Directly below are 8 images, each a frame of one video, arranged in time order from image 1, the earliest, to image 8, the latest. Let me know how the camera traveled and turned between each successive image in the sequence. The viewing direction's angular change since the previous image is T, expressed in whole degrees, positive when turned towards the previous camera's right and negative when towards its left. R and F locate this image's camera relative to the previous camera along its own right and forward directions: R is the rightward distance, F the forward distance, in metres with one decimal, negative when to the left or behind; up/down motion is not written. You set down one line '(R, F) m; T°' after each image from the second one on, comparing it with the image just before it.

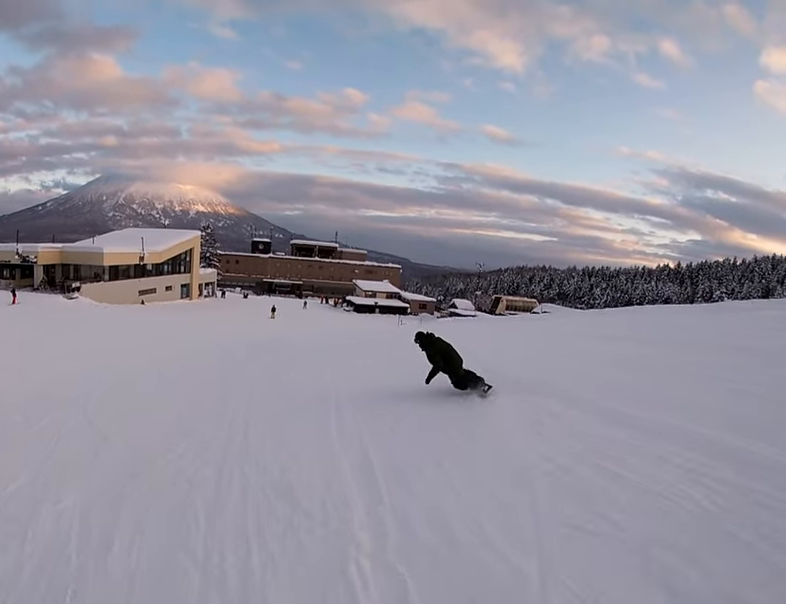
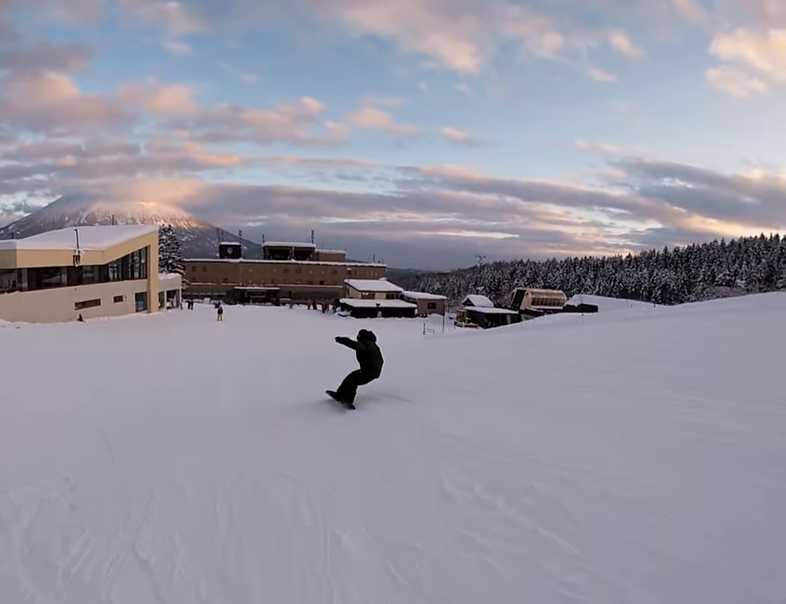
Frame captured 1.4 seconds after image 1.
(-0.5, +16.1) m; +4°
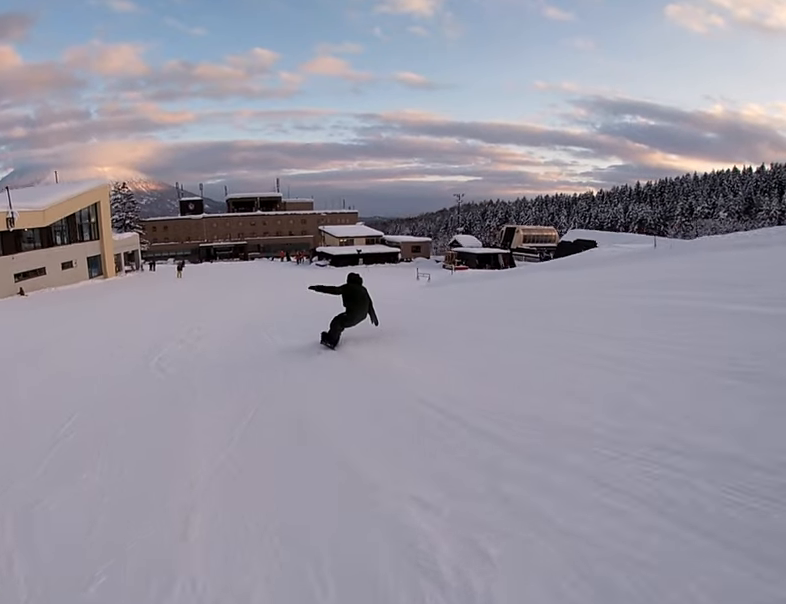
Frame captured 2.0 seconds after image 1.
(0.0, +5.9) m; +4°
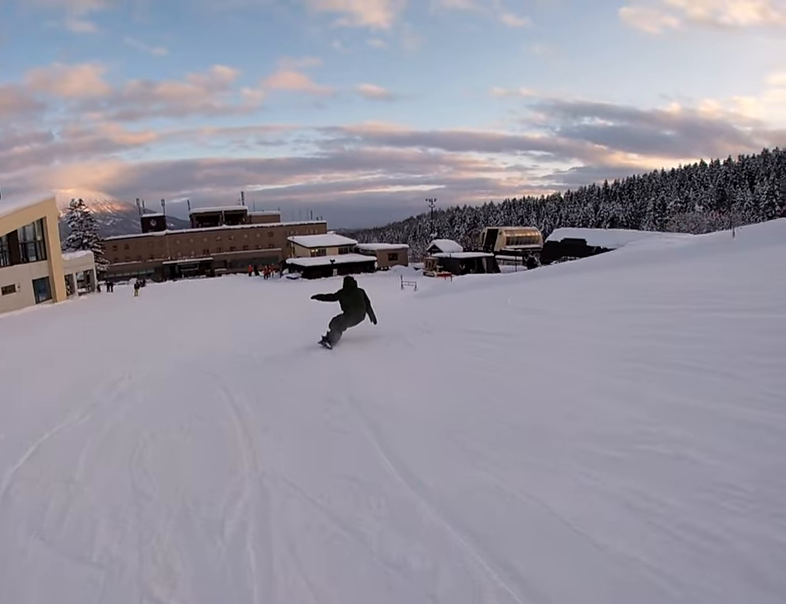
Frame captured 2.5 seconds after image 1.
(+0.8, +5.1) m; +2°
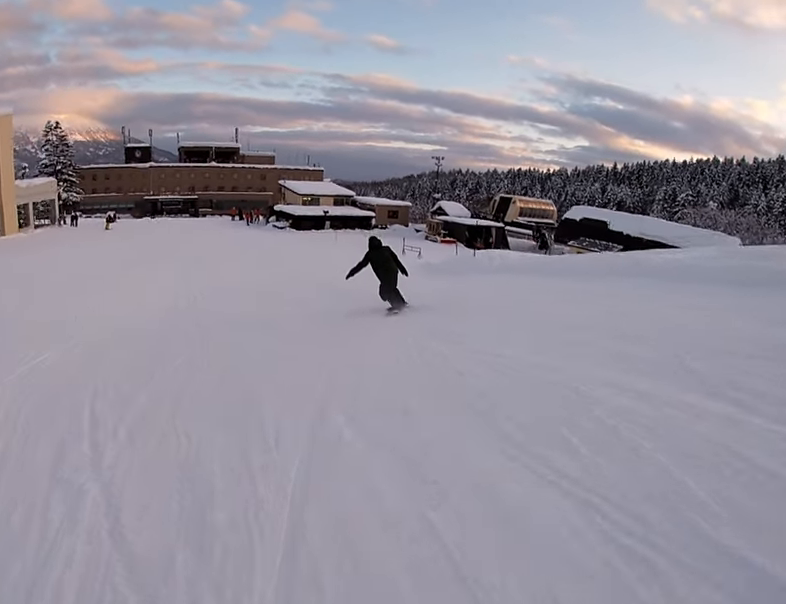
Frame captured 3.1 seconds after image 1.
(+0.2, +6.0) m; -2°
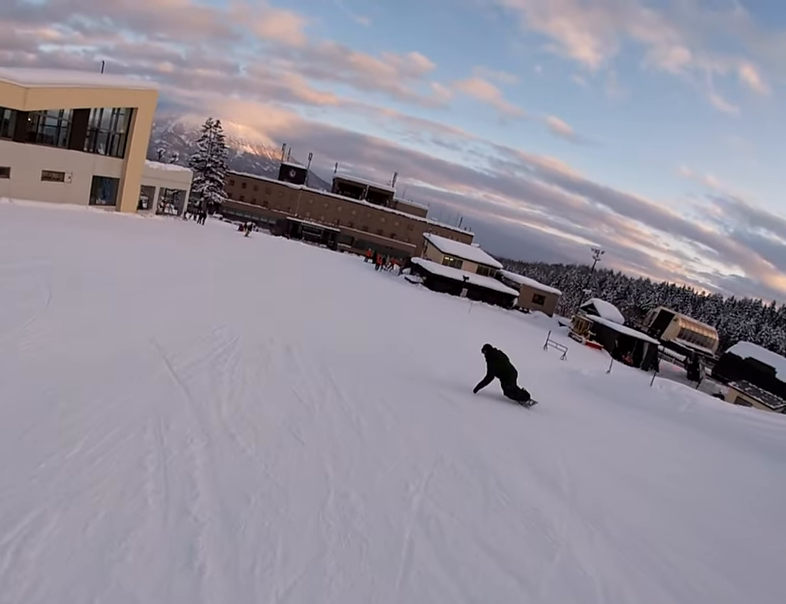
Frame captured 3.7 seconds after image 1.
(-0.2, +5.4) m; -8°
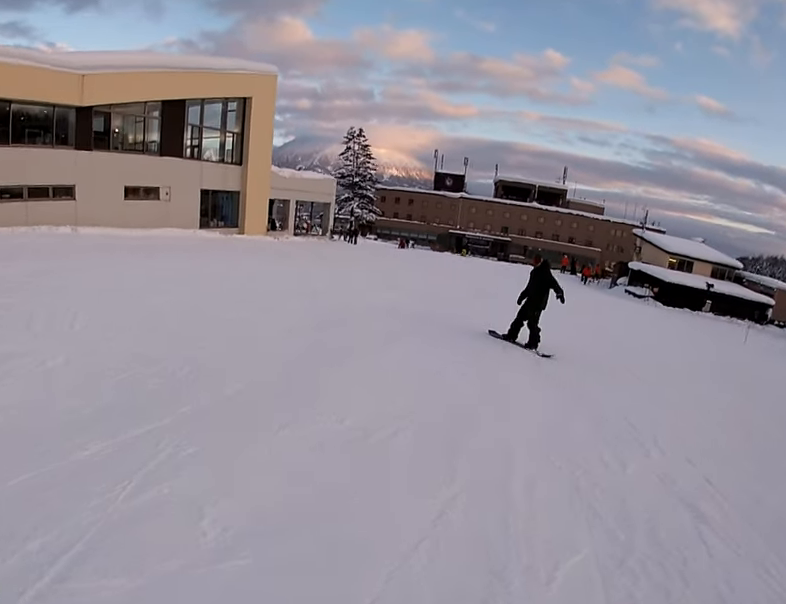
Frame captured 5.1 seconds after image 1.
(-2.4, +10.4) m; -22°
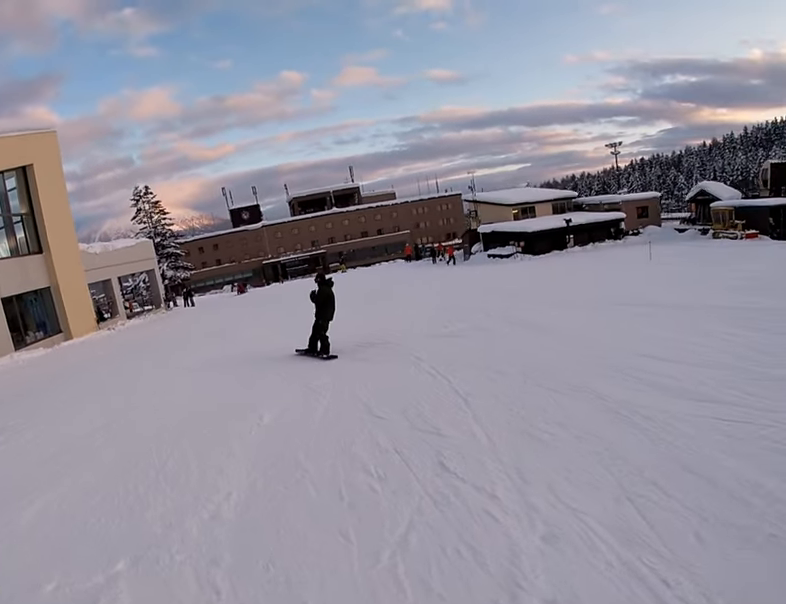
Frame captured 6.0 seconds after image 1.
(-0.8, +6.4) m; +8°
